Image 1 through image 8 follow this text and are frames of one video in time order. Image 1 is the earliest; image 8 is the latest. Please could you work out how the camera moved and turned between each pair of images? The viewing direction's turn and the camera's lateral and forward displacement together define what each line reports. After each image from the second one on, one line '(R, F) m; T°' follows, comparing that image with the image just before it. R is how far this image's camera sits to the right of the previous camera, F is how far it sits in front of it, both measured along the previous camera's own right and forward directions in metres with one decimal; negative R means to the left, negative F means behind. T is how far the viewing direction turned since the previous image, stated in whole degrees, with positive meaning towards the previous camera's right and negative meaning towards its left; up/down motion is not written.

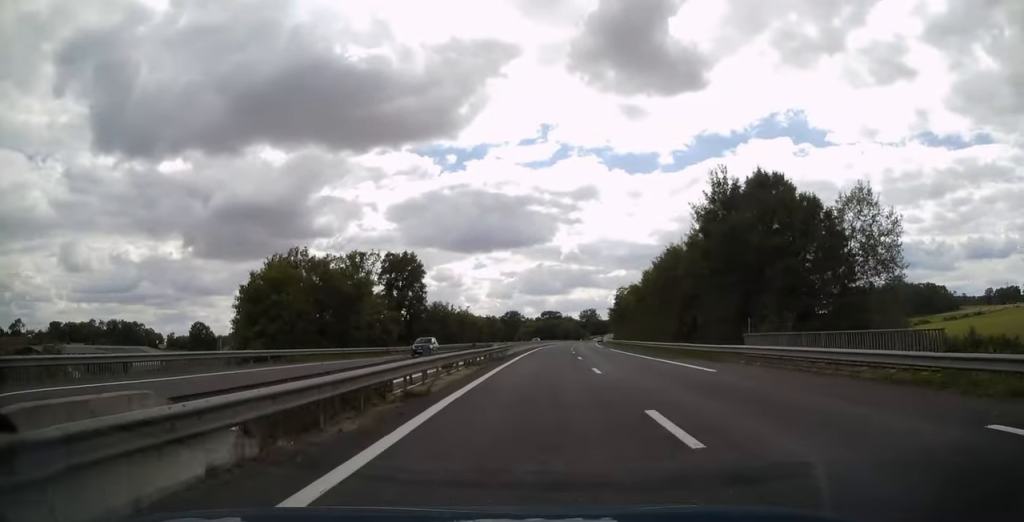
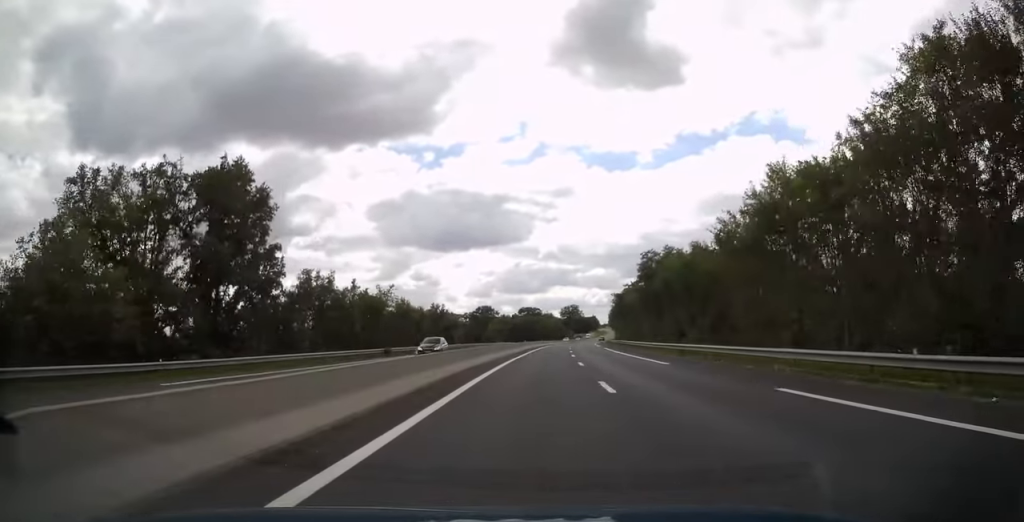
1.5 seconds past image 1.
(+1.0, +44.4) m; +2°
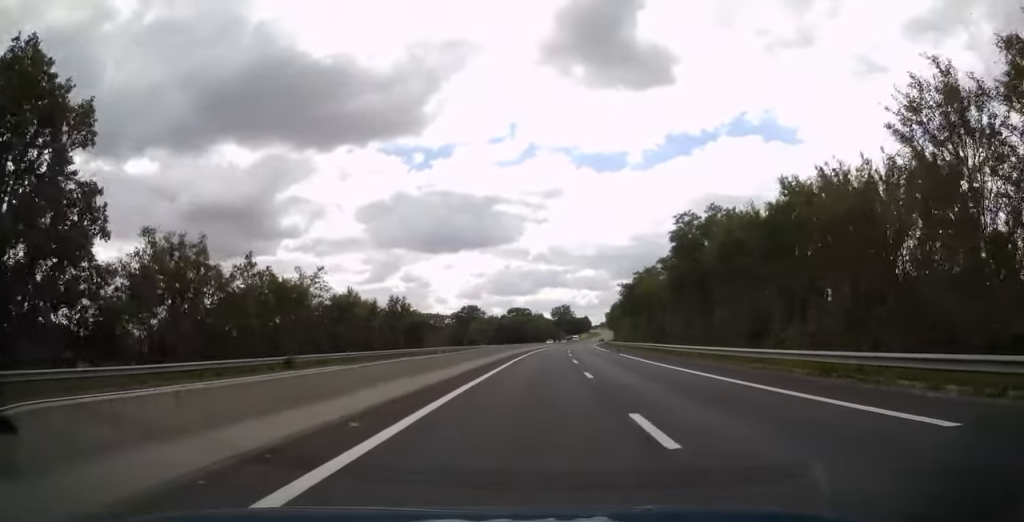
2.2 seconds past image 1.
(-0.1, +19.8) m; +1°
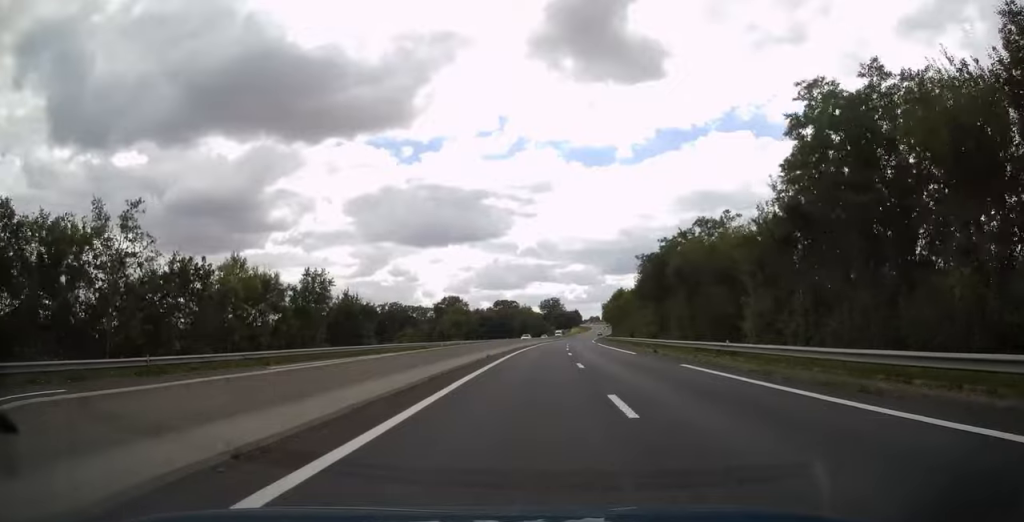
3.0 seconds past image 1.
(+0.3, +23.2) m; +1°
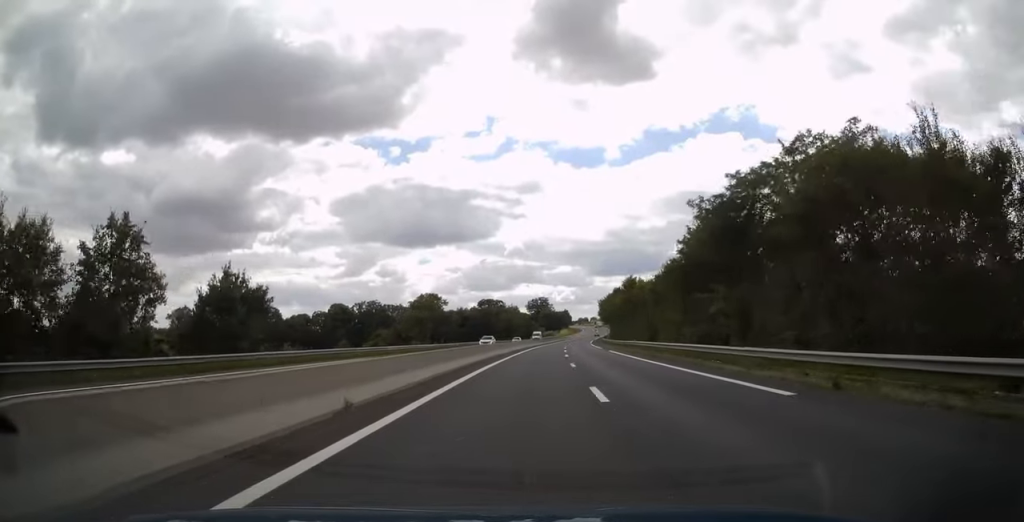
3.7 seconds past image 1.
(+0.3, +23.2) m; +1°
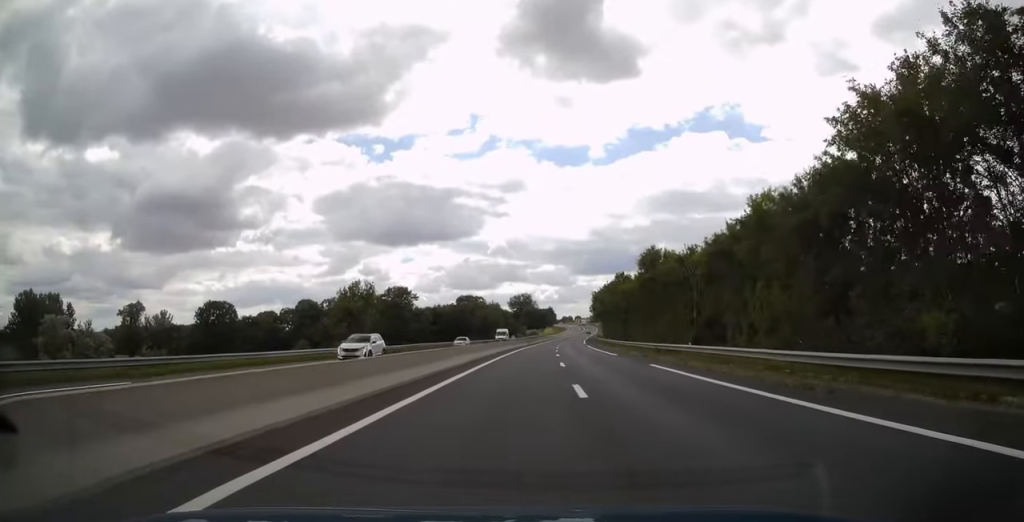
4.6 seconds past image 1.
(+0.4, +24.7) m; +1°
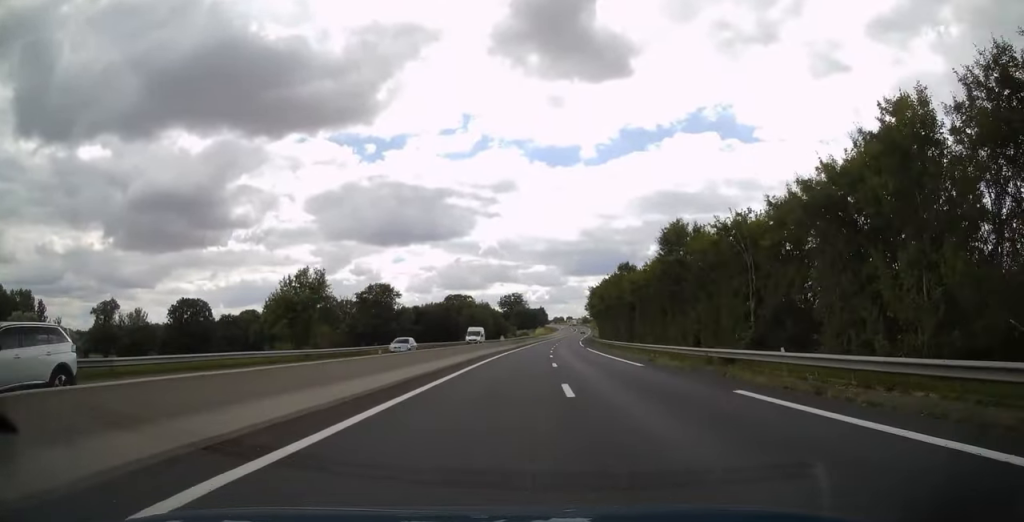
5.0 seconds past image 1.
(+0.1, +12.3) m; +1°
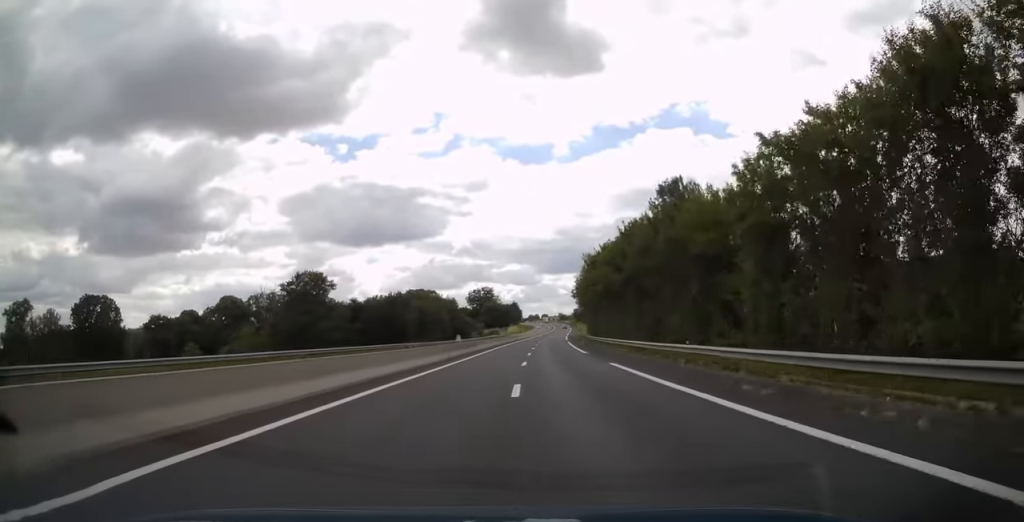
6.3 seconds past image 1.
(+0.6, +38.5) m; +2°
